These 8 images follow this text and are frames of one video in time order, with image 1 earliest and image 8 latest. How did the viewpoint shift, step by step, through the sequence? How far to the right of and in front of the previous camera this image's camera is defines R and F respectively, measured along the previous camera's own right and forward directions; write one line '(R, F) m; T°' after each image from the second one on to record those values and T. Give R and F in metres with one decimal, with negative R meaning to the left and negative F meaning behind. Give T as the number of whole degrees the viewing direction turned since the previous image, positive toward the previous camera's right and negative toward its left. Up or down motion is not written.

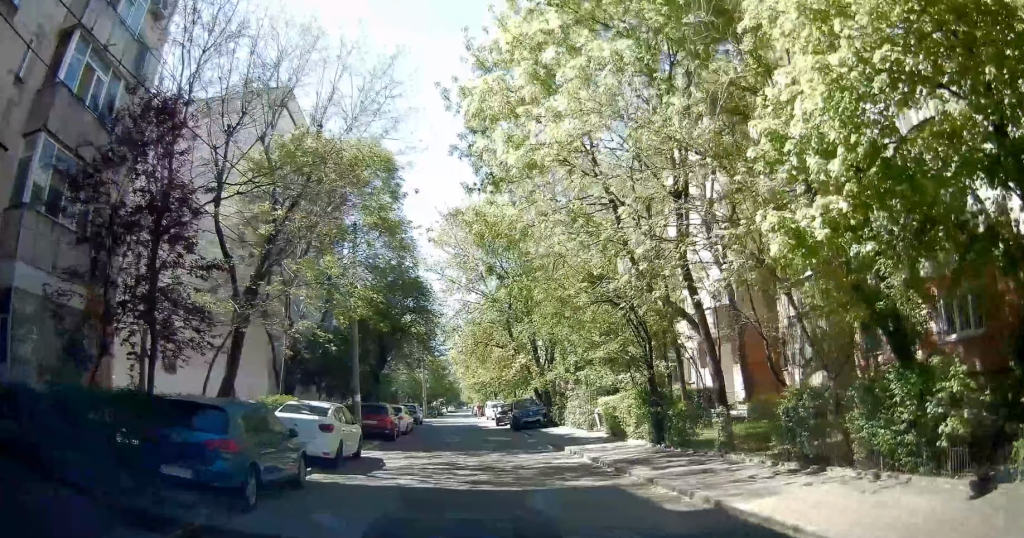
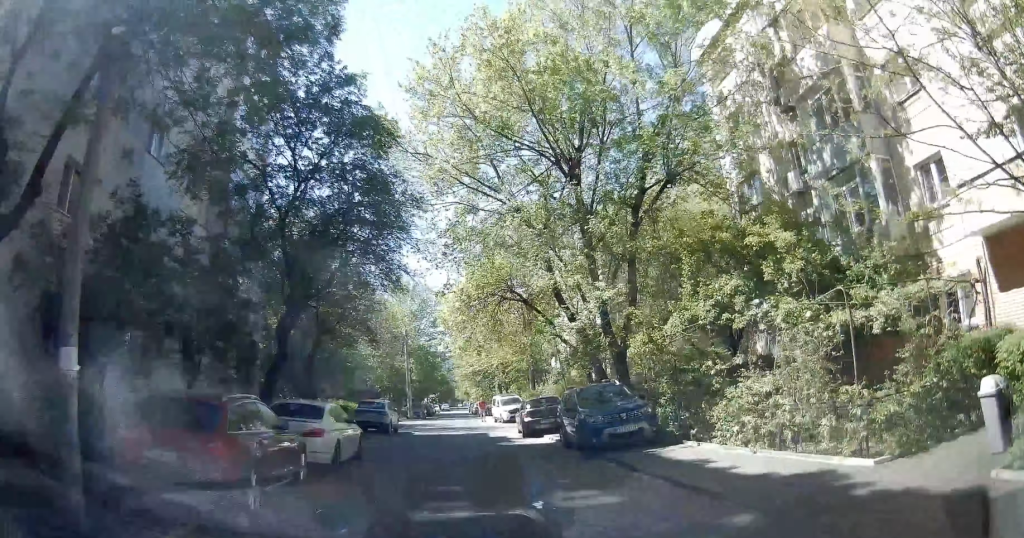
(-0.8, +17.7) m; -2°
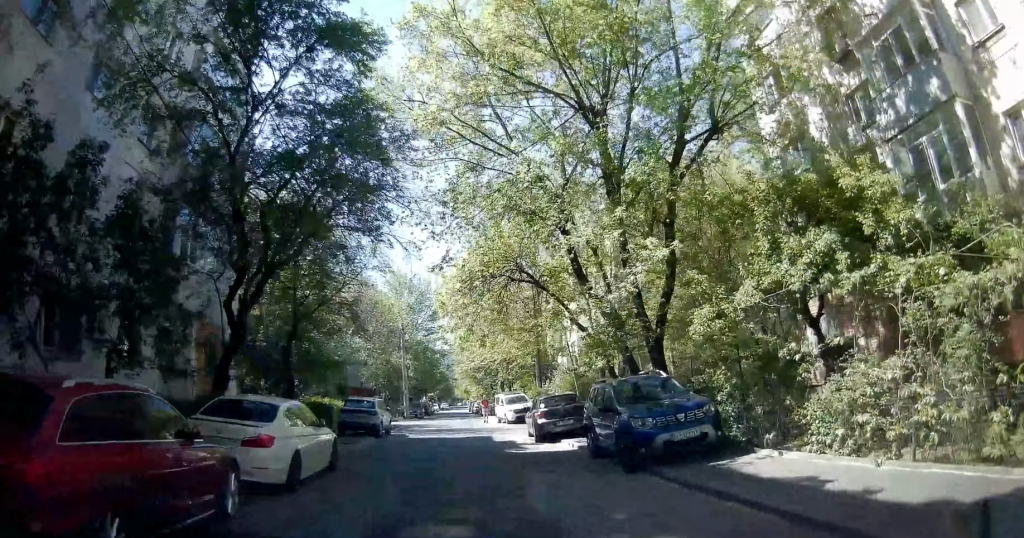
(+0.1, +3.6) m; +1°
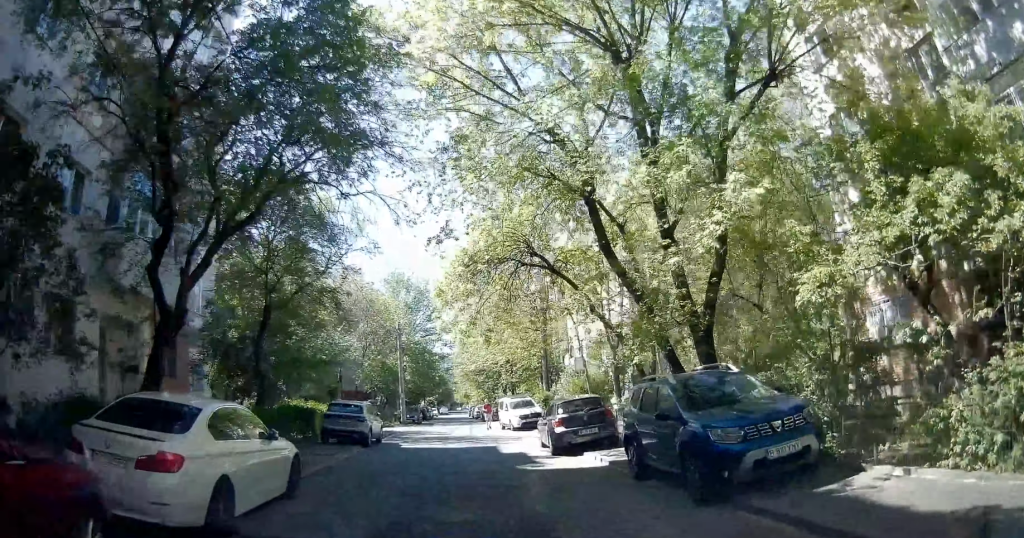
(0.0, +3.3) m; 0°
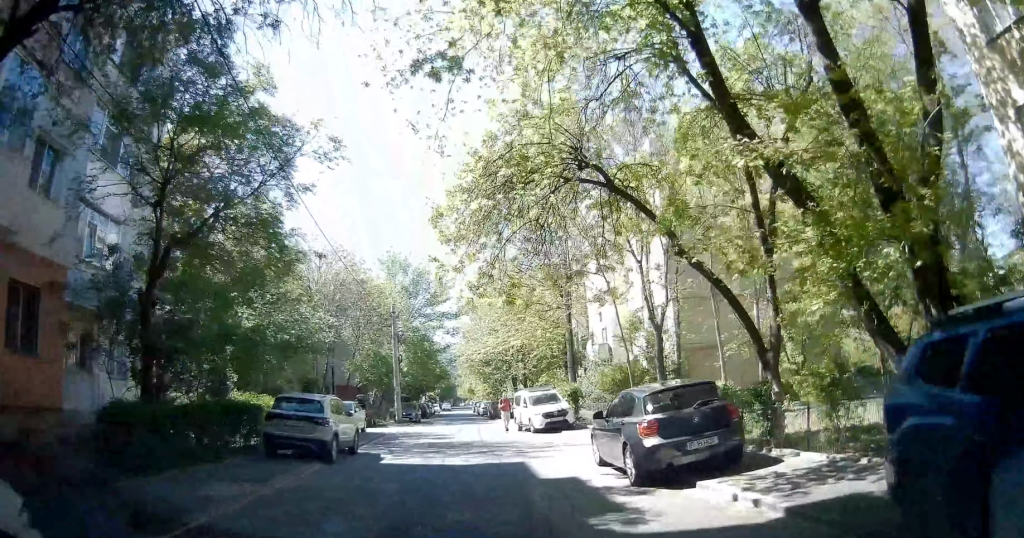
(-0.1, +7.4) m; -2°
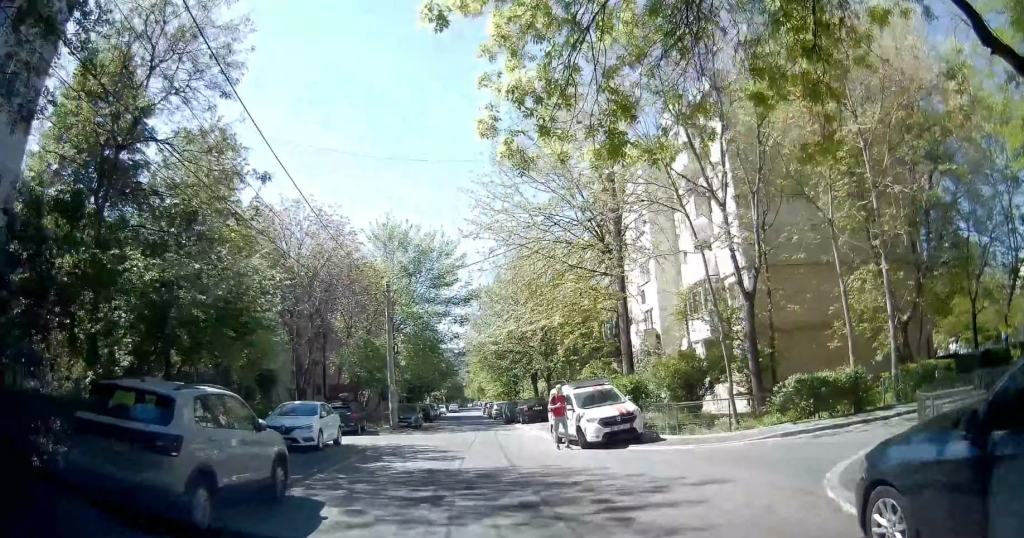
(-0.2, +9.2) m; +1°
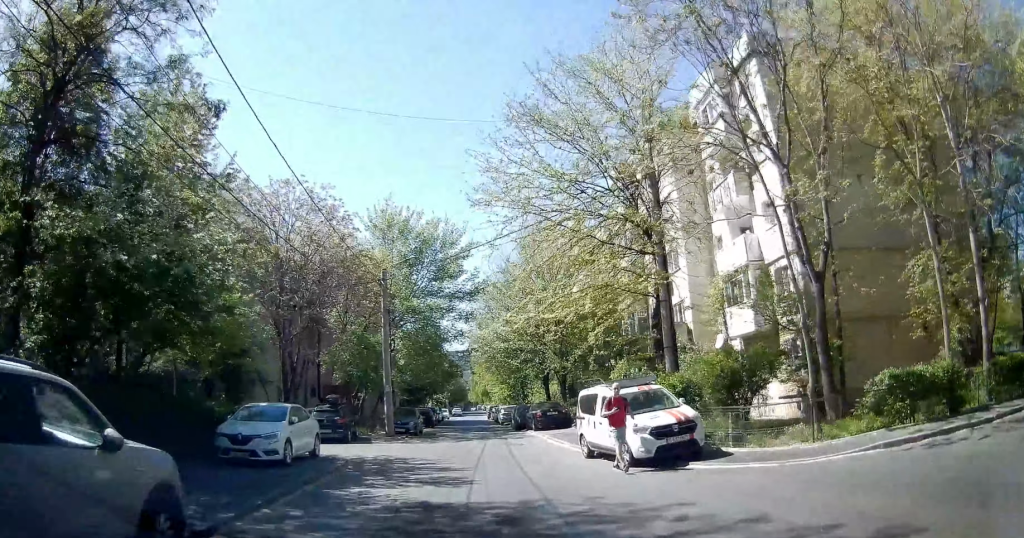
(+0.2, +4.5) m; +1°
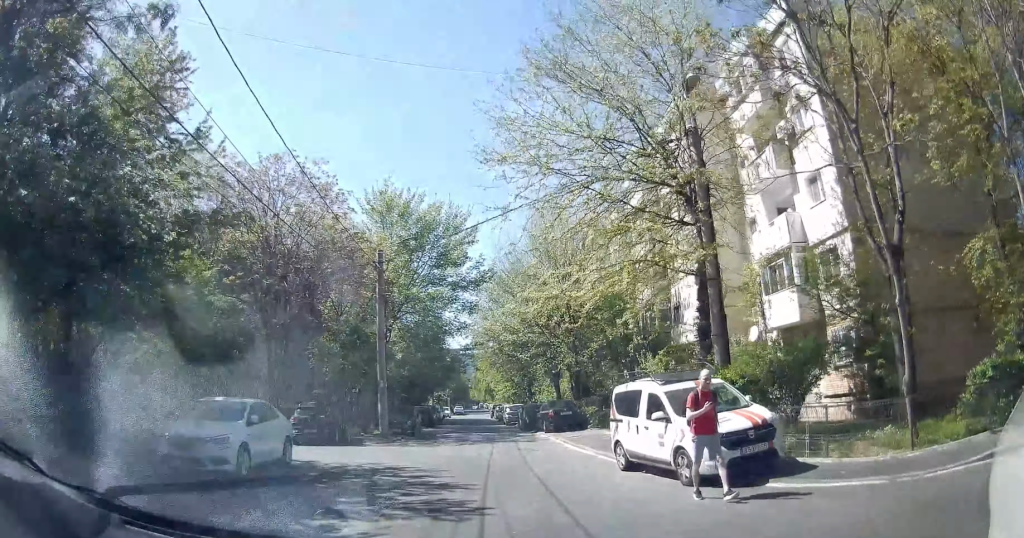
(0.0, +3.6) m; 0°
